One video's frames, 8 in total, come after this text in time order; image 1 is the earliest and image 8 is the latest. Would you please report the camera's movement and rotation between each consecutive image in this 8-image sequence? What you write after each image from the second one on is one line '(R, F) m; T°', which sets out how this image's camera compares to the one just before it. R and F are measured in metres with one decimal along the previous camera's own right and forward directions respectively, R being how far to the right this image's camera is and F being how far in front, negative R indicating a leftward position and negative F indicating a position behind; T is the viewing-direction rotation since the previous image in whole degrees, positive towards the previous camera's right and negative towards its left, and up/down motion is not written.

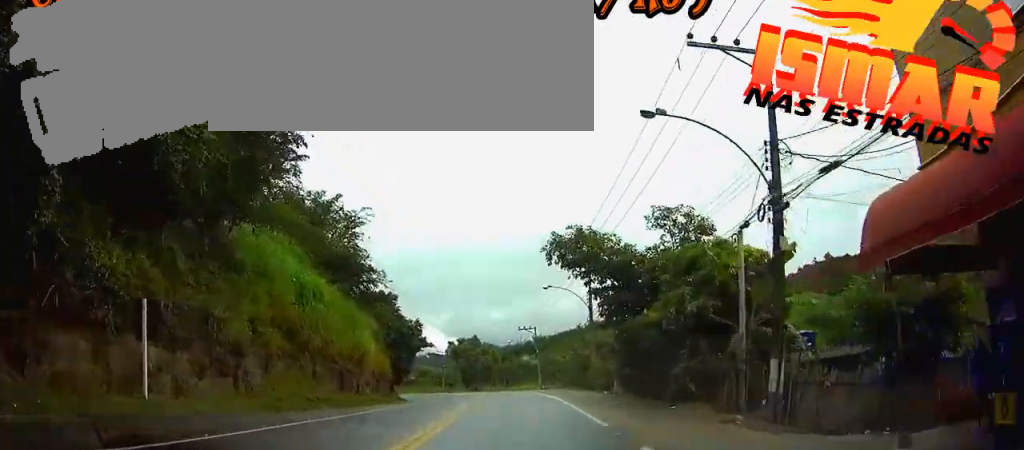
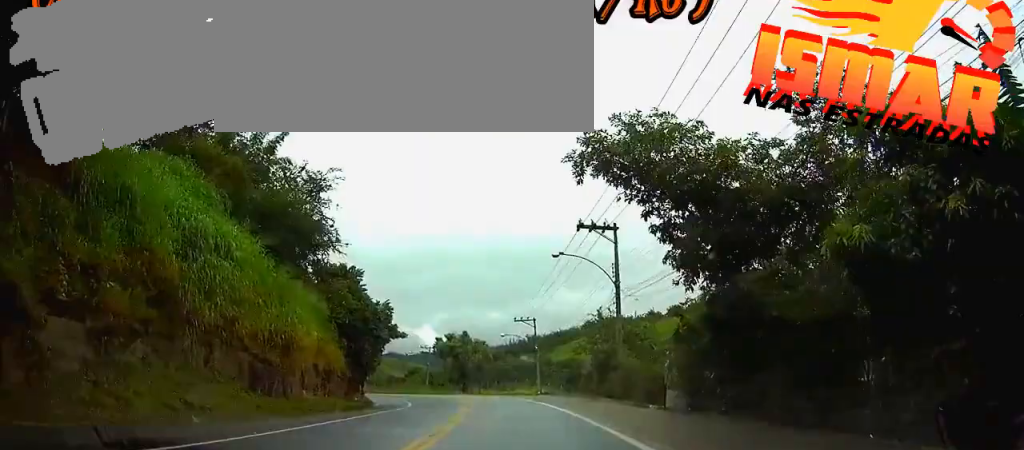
(+0.1, +13.2) m; 0°
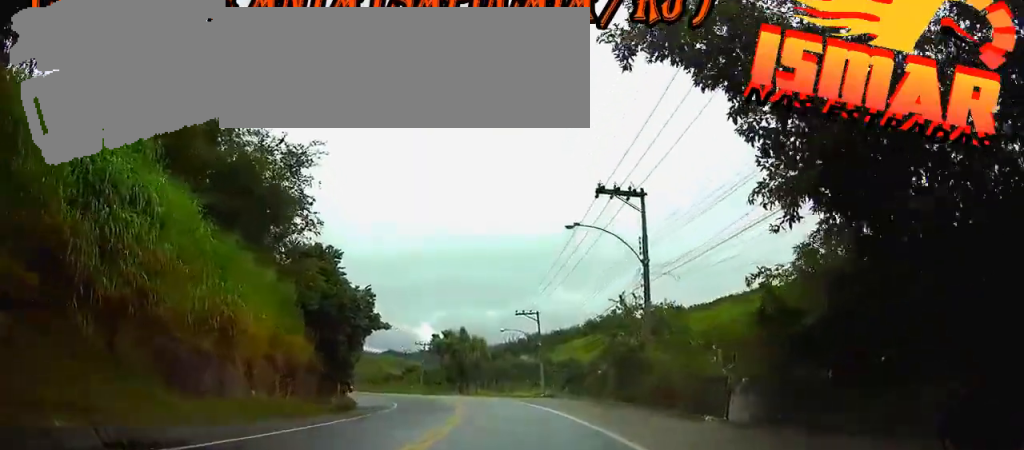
(+0.1, +6.8) m; 0°
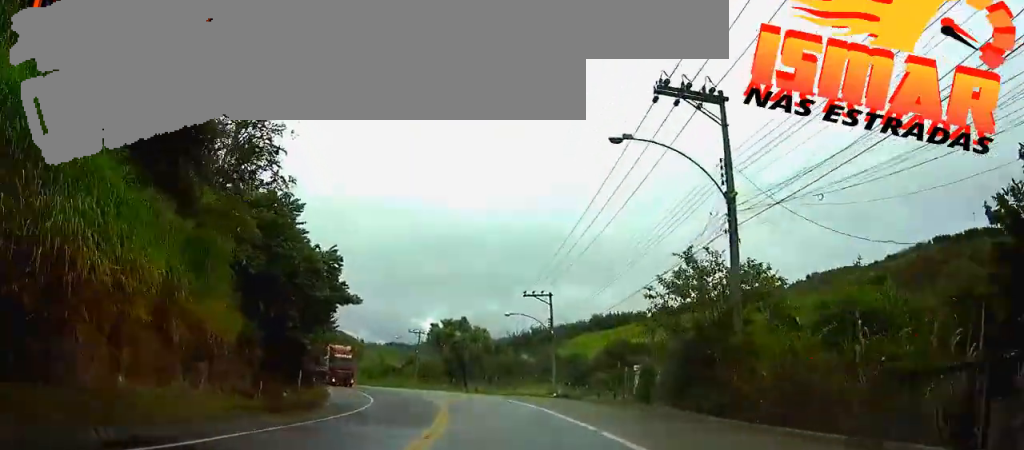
(-0.1, +10.1) m; -1°
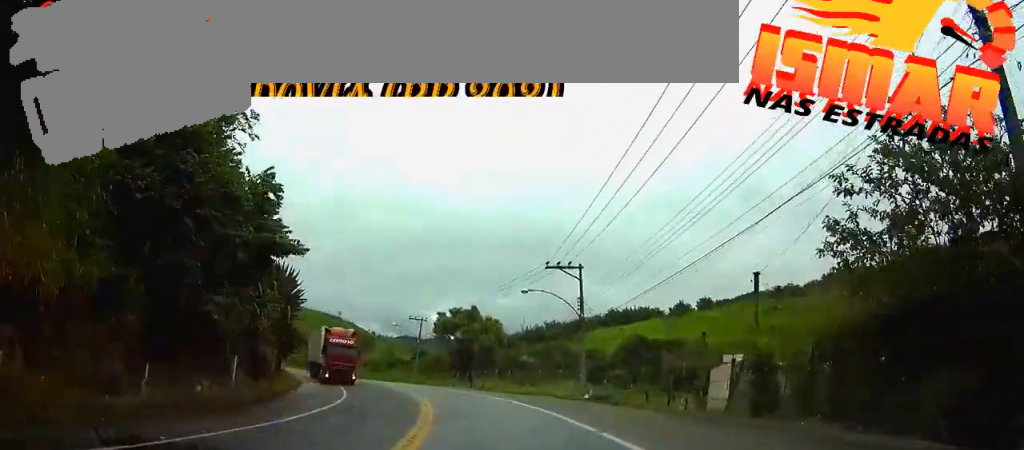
(0.0, +10.9) m; -1°
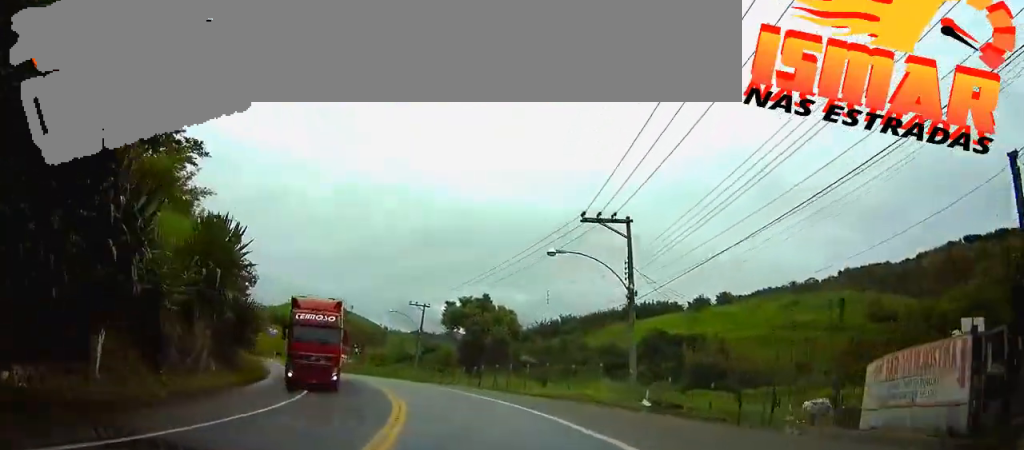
(0.0, +10.5) m; -2°
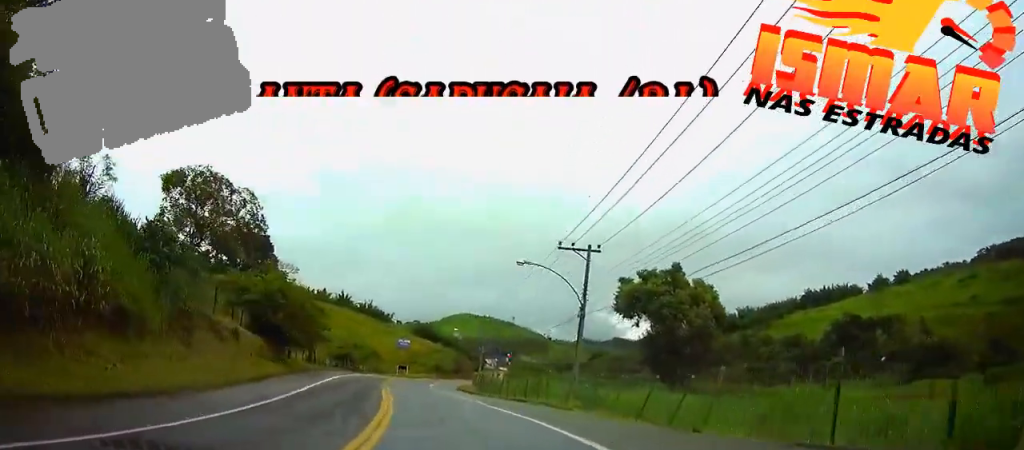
(-4.8, +32.9) m; -16°
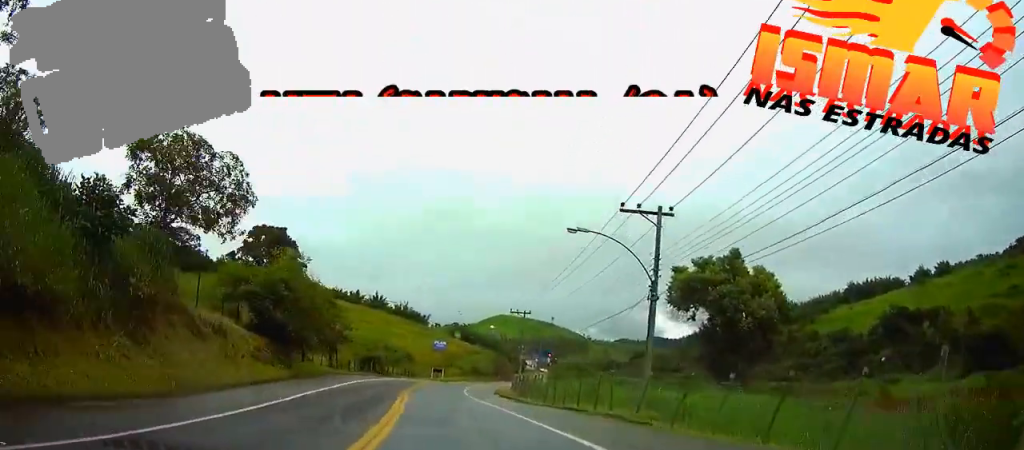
(-0.4, +7.5) m; -2°
